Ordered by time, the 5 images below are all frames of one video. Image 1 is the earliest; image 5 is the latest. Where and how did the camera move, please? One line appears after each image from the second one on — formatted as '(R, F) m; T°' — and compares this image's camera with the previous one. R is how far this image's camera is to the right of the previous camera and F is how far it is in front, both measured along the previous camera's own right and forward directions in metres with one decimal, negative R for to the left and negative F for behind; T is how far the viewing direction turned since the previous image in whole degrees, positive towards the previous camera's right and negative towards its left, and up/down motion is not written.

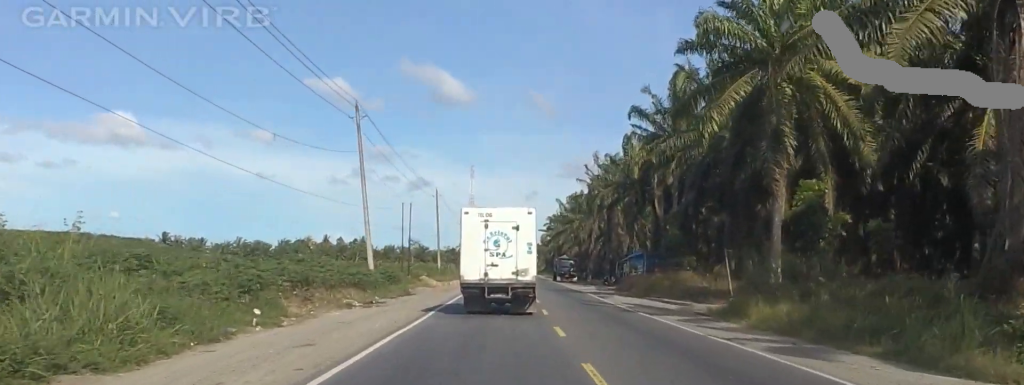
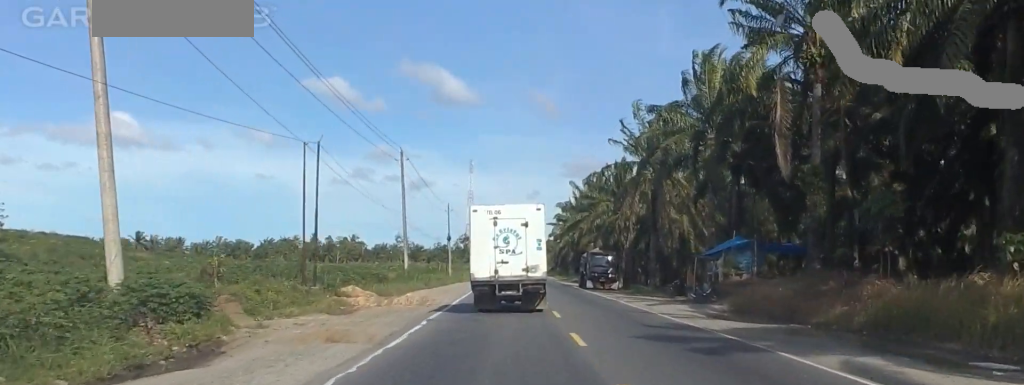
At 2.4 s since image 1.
(+0.1, +34.6) m; 0°
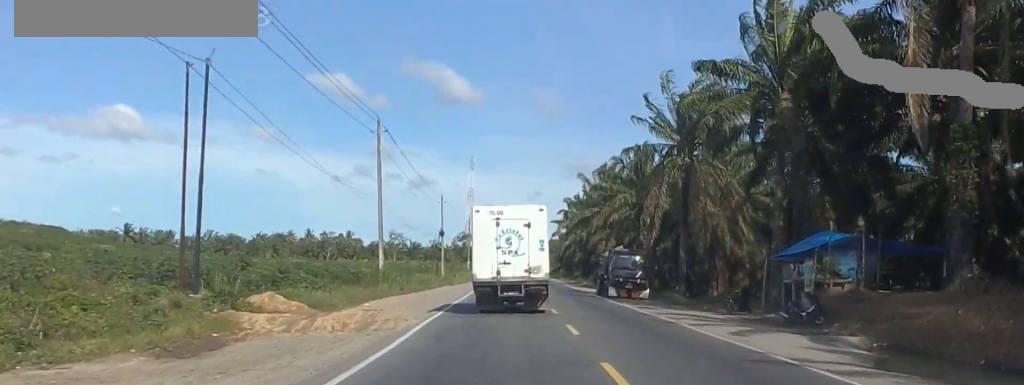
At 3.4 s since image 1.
(0.0, +13.7) m; +1°
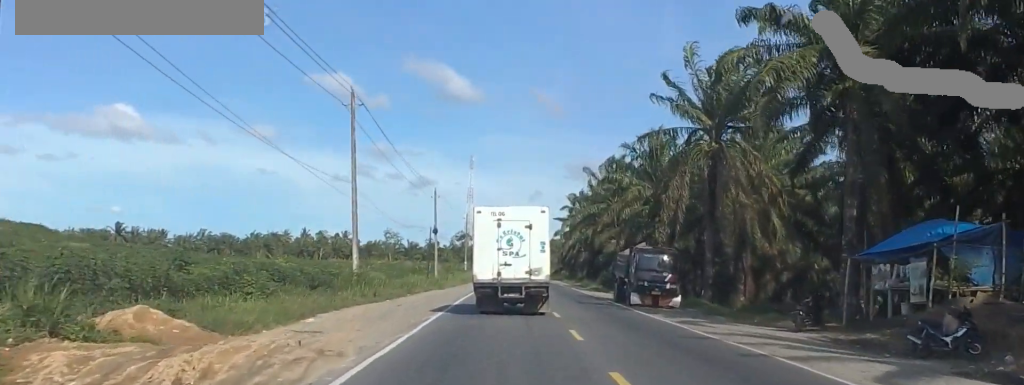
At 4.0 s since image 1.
(0.0, +9.2) m; +3°
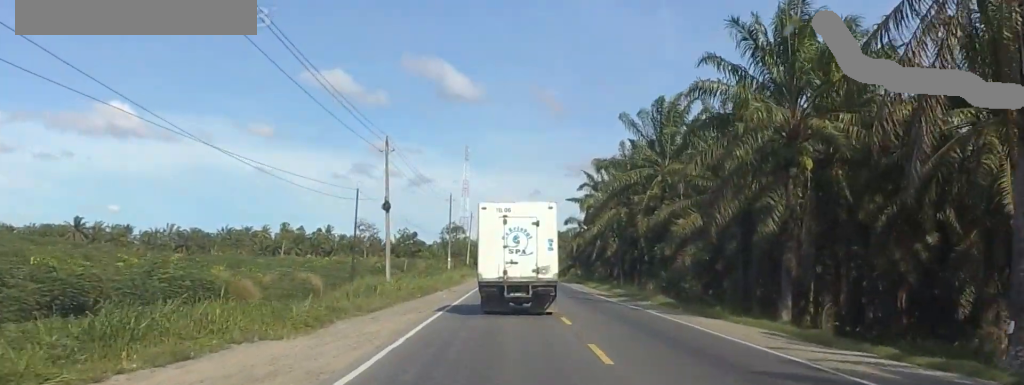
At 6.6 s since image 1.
(+0.1, +37.2) m; -3°
